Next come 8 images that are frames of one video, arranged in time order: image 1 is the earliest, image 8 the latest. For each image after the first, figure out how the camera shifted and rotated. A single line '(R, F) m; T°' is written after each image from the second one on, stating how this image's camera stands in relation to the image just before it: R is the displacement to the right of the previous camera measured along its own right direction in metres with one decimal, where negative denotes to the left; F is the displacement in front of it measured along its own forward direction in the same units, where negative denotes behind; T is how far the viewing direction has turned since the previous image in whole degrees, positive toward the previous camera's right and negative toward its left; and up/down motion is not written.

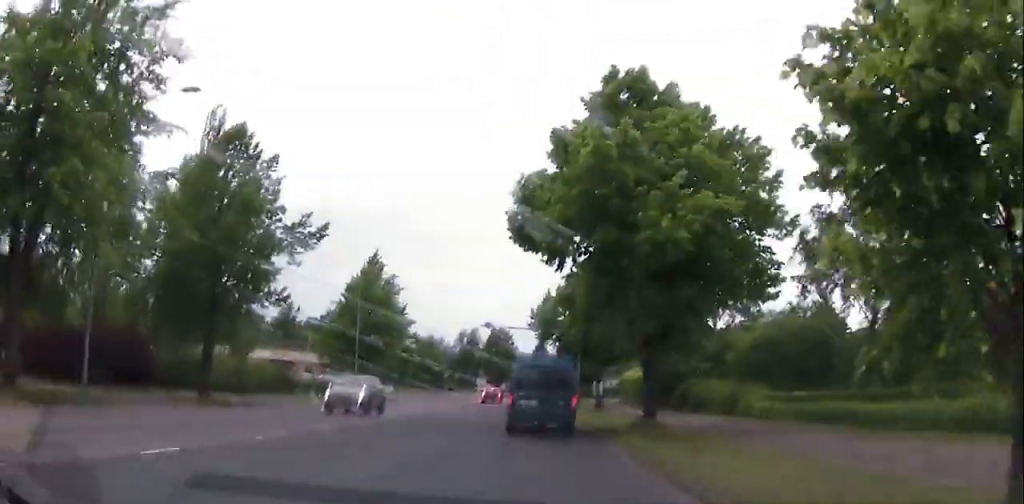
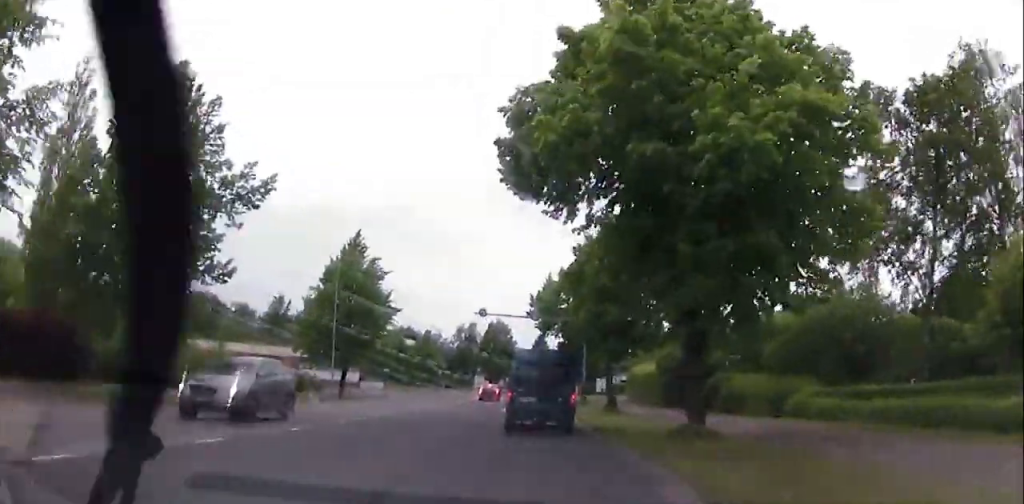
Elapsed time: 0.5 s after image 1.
(+0.3, +6.2) m; +1°
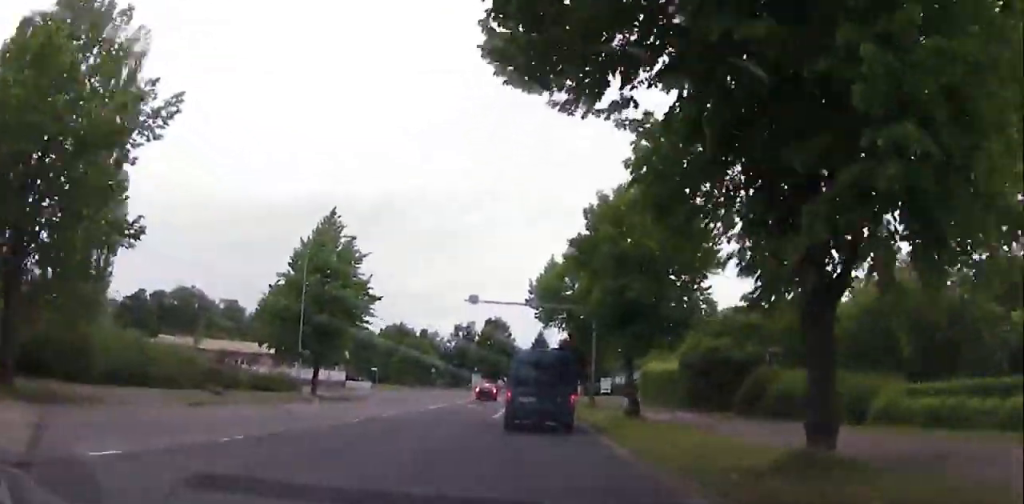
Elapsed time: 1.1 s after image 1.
(+0.1, +6.9) m; +1°
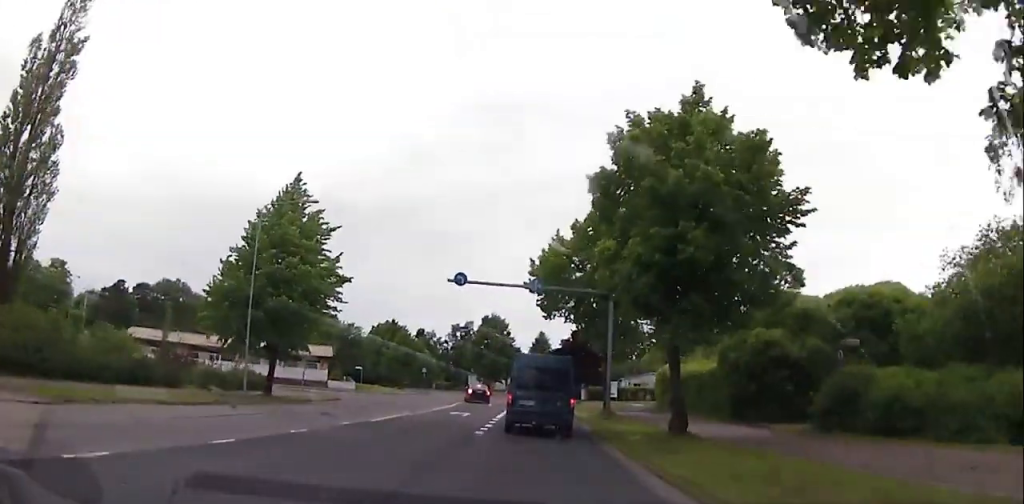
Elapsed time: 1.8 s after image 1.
(+0.1, +7.9) m; -2°
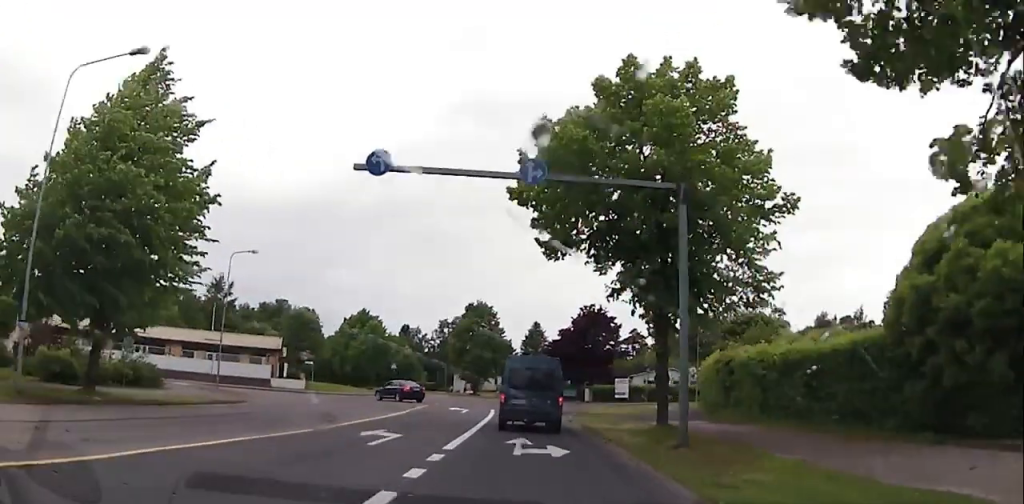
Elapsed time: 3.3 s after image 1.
(-0.8, +16.1) m; -2°
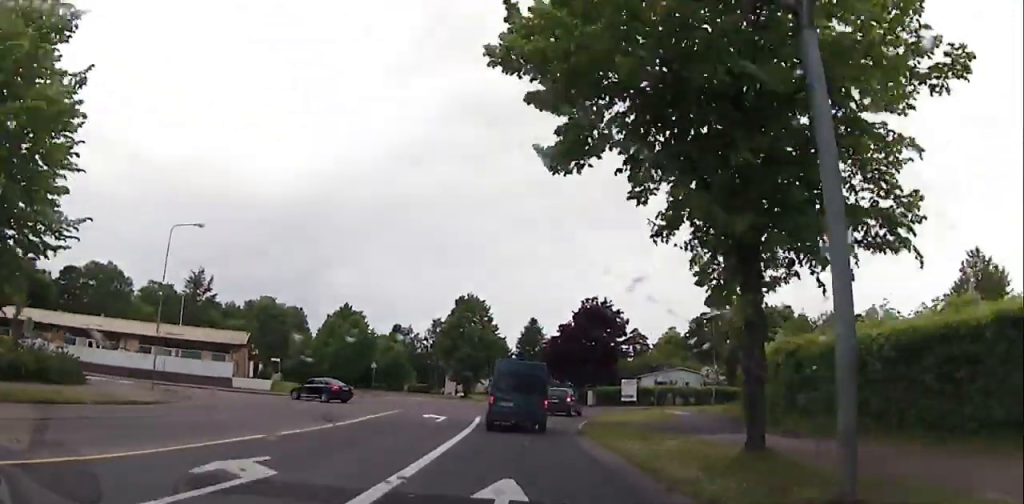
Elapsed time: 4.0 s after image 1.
(0.0, +8.0) m; +2°
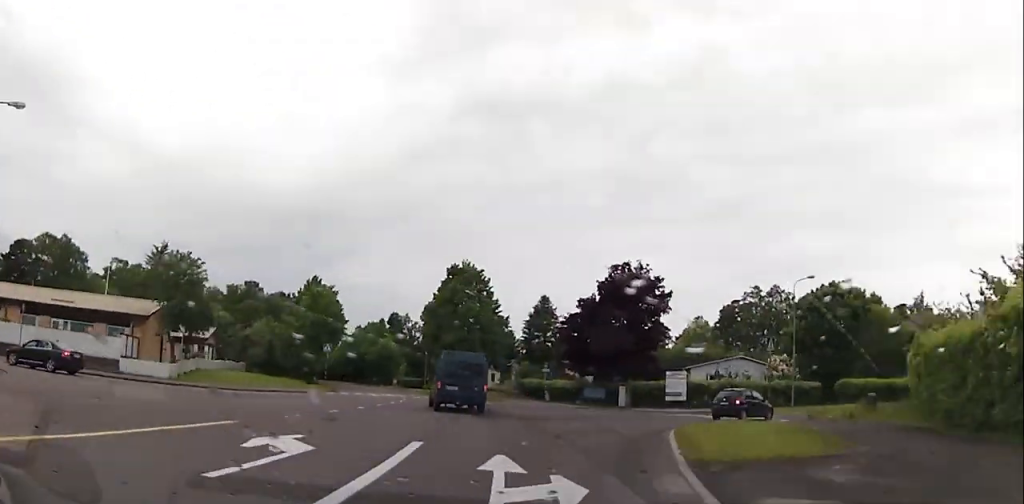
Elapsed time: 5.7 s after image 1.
(+0.8, +18.2) m; 0°
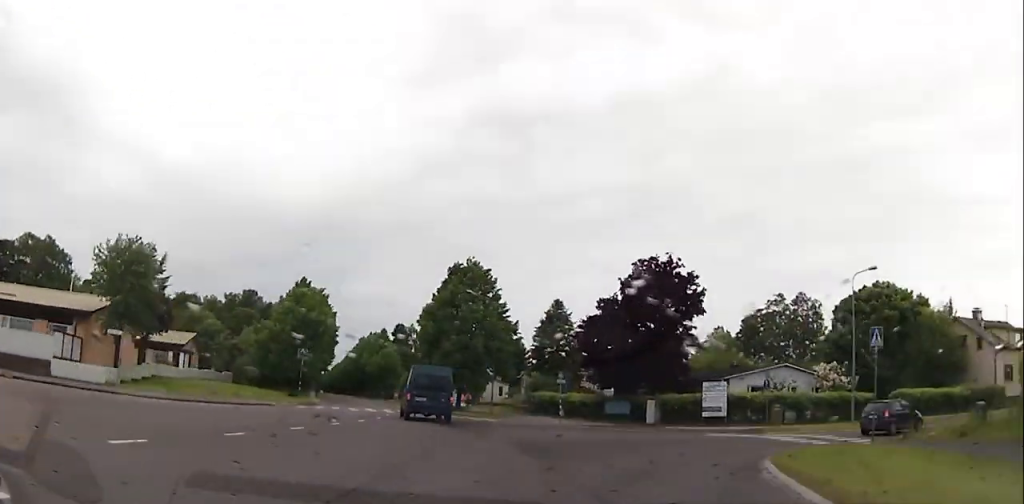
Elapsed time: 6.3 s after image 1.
(-0.2, +7.7) m; -3°
